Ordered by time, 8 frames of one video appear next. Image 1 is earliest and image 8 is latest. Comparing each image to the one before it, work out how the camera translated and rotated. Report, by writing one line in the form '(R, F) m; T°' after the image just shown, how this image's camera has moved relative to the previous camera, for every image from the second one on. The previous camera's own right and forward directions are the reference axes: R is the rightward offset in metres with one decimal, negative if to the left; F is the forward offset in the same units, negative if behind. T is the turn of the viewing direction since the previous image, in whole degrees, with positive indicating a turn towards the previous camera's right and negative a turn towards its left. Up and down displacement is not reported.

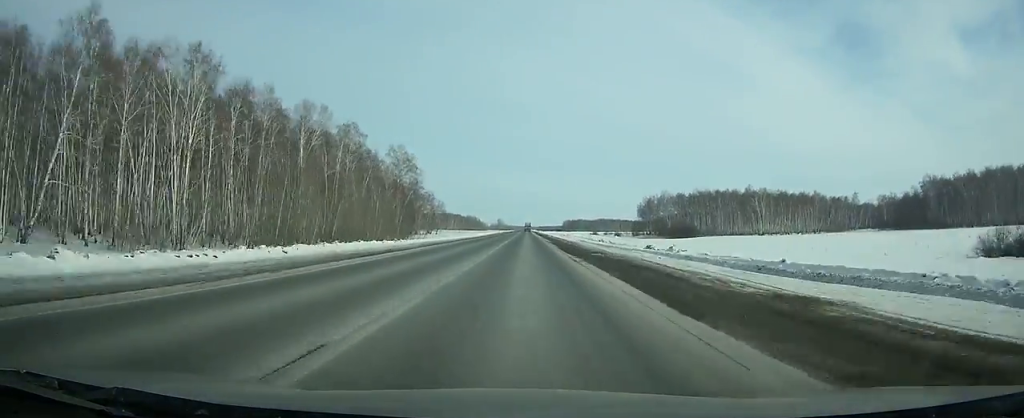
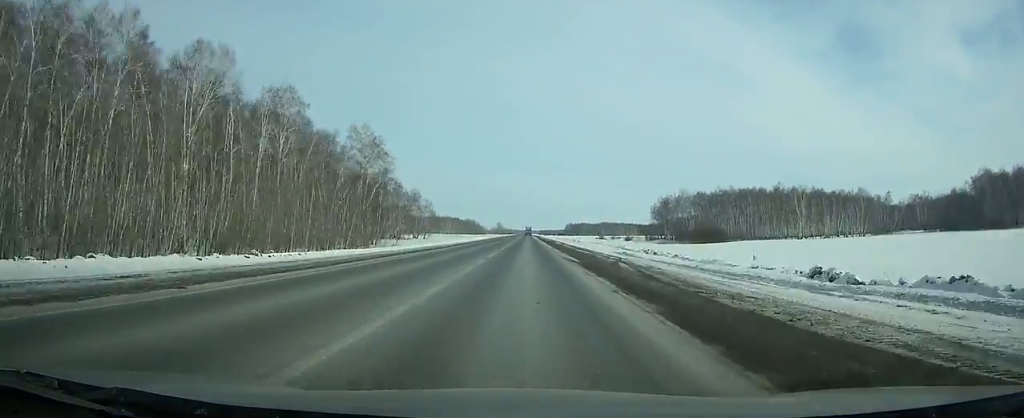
(0.0, +33.0) m; 0°
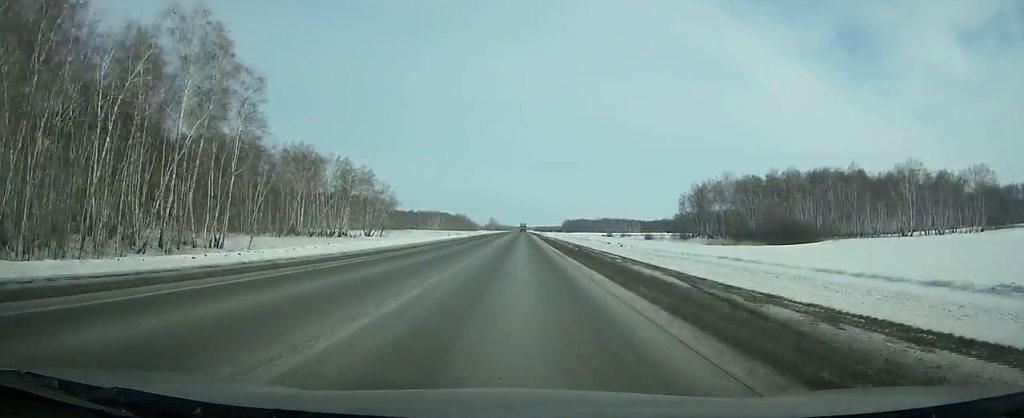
(-0.2, +61.8) m; 0°
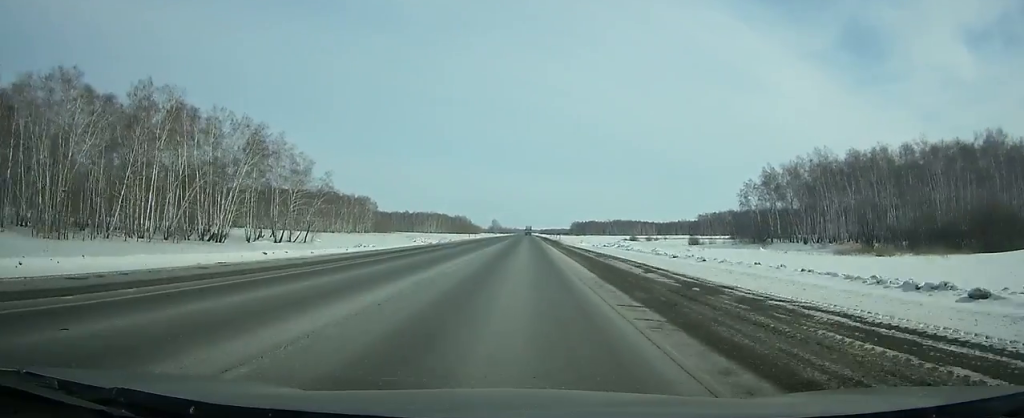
(0.0, +61.4) m; 0°
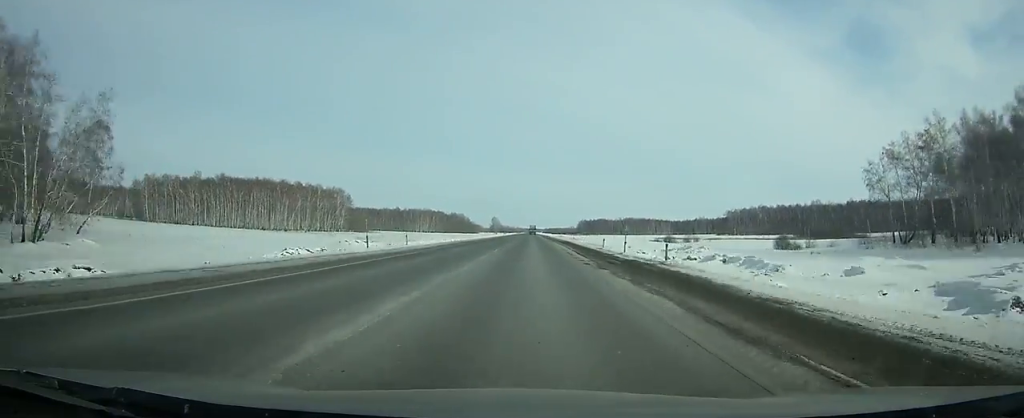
(-0.1, +65.3) m; 0°
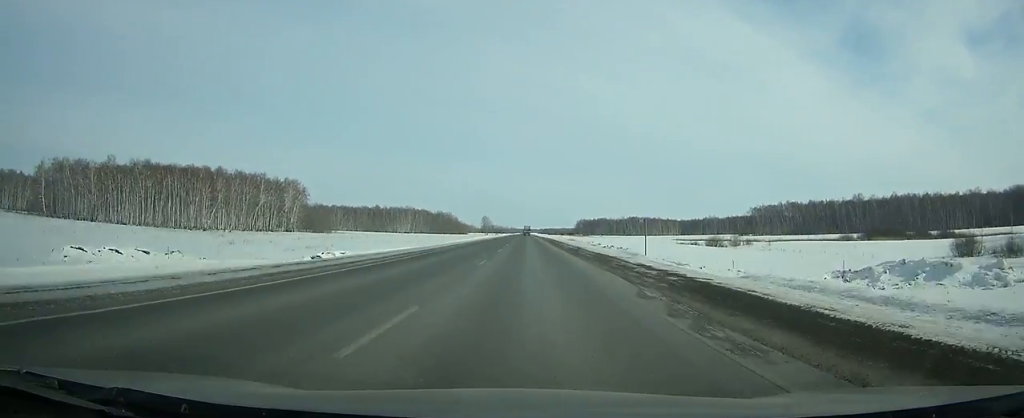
(+0.2, +59.7) m; 0°
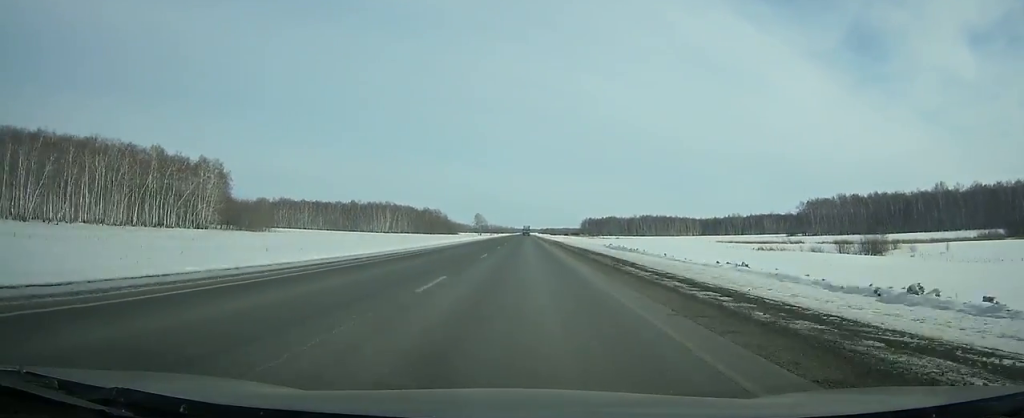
(+0.3, +75.1) m; 0°
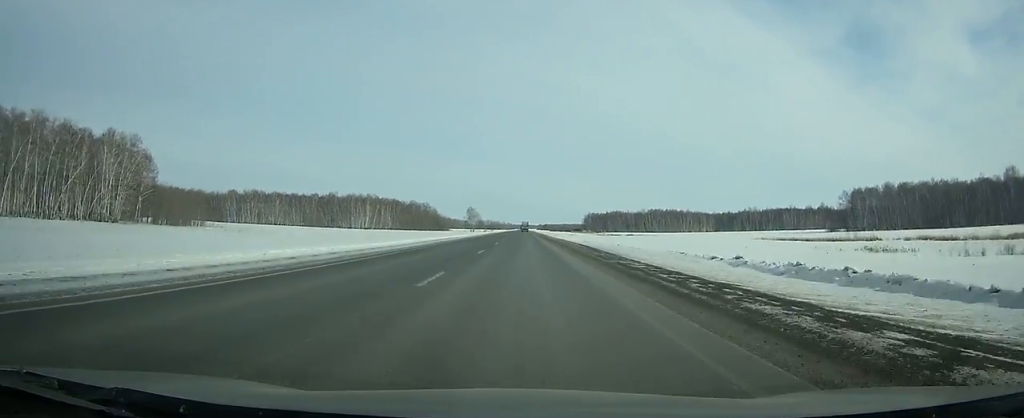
(-0.2, +47.9) m; 0°
